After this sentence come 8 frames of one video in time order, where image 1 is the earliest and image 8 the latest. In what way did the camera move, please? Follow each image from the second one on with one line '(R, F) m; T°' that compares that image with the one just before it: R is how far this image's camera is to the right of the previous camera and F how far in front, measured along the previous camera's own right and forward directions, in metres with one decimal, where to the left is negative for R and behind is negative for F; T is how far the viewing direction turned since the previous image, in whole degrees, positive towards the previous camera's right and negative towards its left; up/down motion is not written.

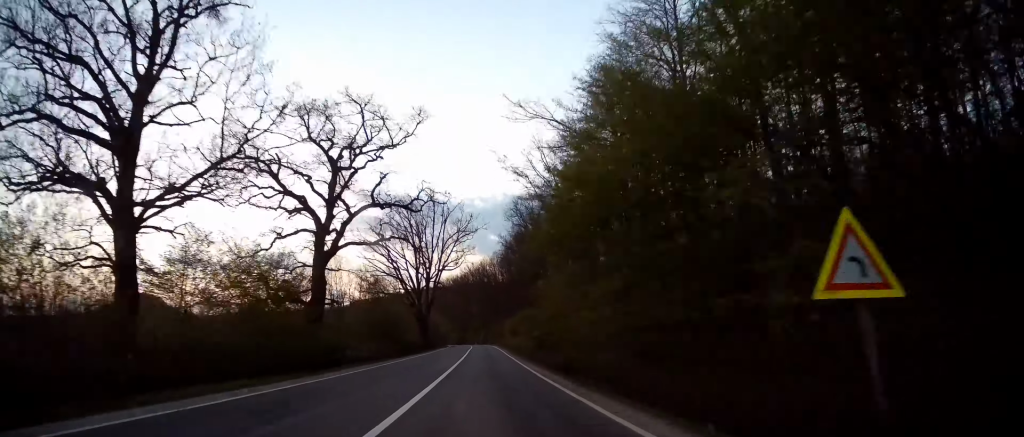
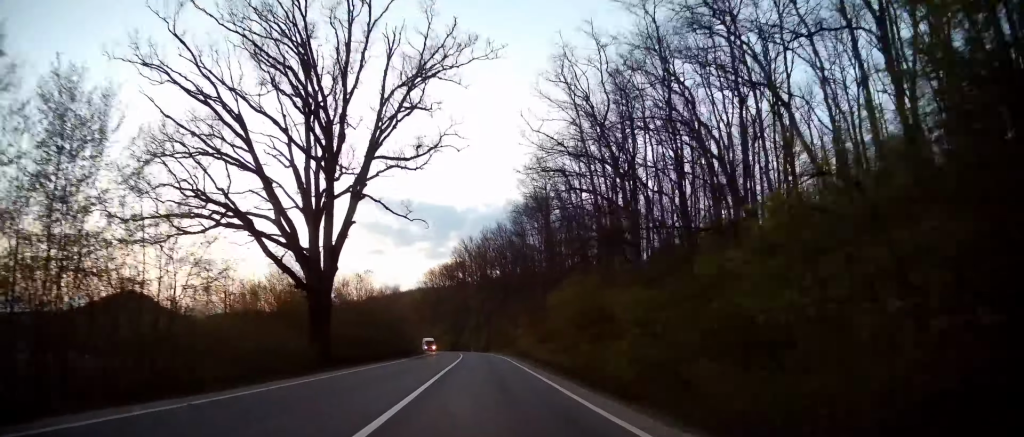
(+0.1, +44.5) m; 0°
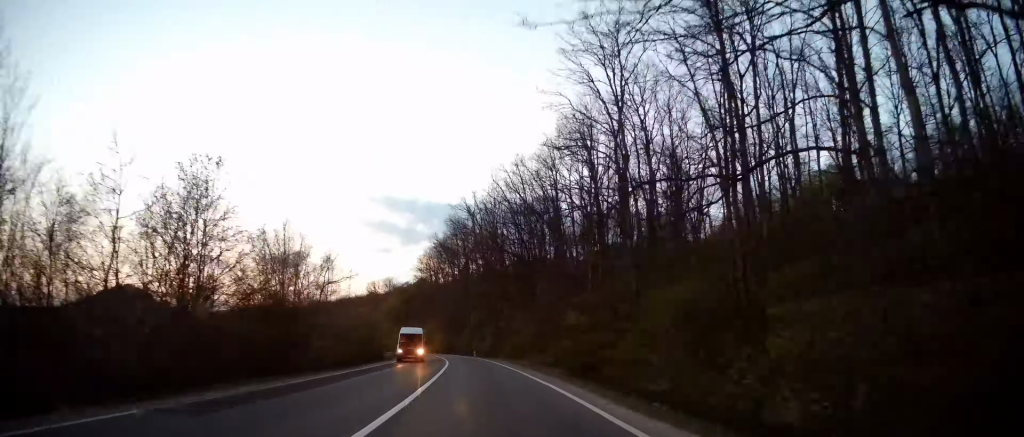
(-0.1, +32.5) m; 0°
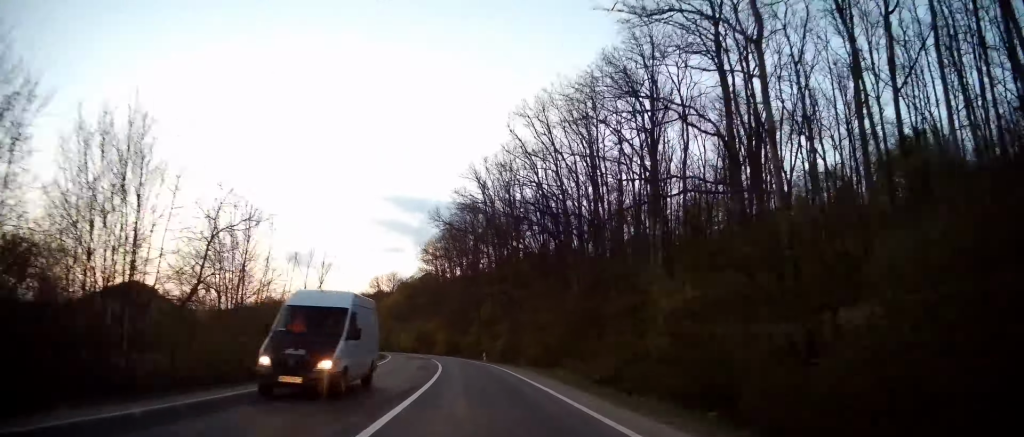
(+0.2, +14.7) m; 0°
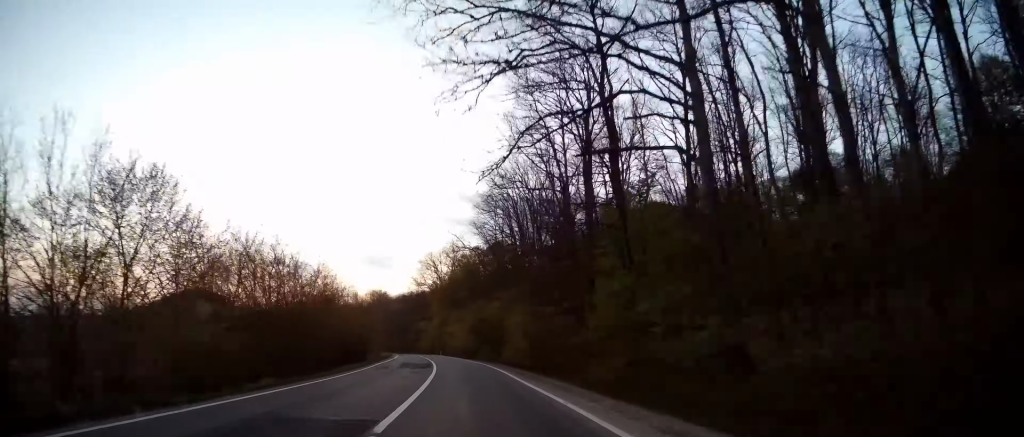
(-1.8, +49.6) m; -6°
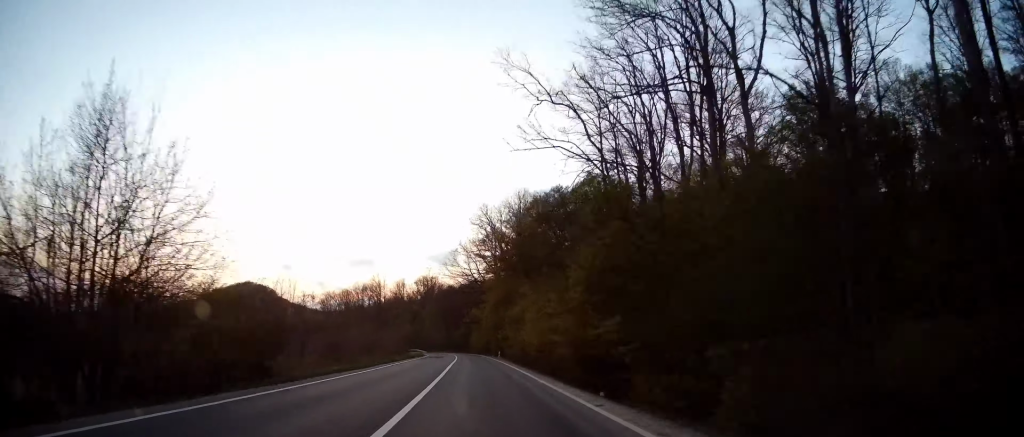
(-3.3, +41.9) m; -8°
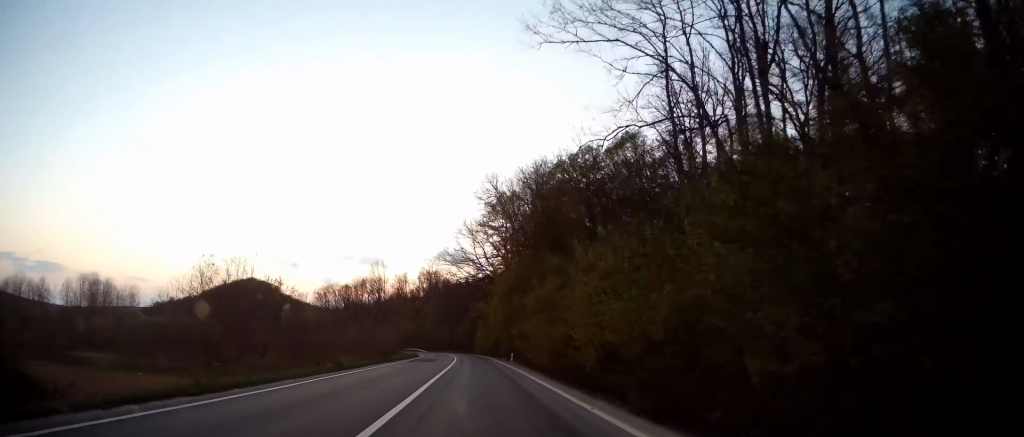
(0.0, +15.3) m; -2°
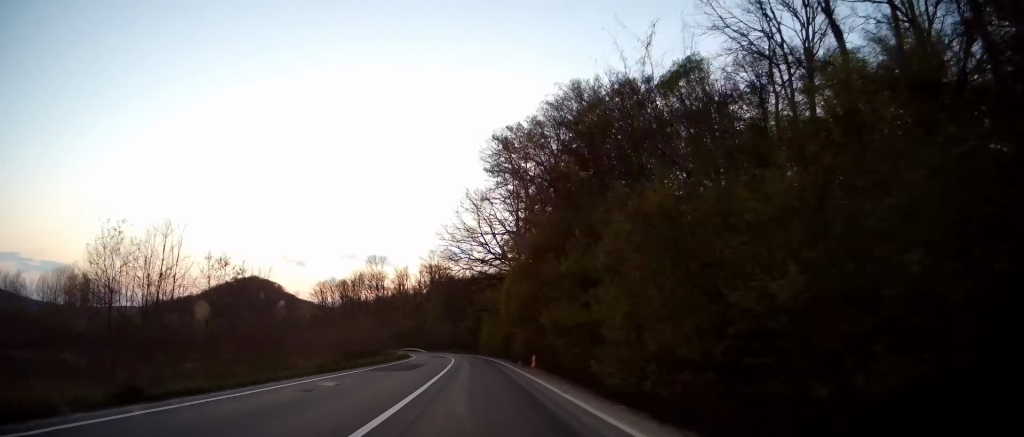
(-0.6, +15.2) m; -1°
